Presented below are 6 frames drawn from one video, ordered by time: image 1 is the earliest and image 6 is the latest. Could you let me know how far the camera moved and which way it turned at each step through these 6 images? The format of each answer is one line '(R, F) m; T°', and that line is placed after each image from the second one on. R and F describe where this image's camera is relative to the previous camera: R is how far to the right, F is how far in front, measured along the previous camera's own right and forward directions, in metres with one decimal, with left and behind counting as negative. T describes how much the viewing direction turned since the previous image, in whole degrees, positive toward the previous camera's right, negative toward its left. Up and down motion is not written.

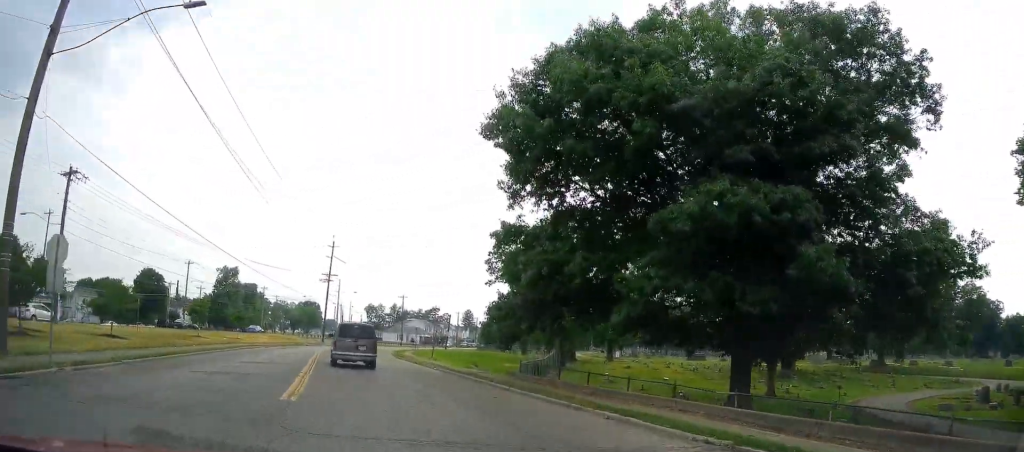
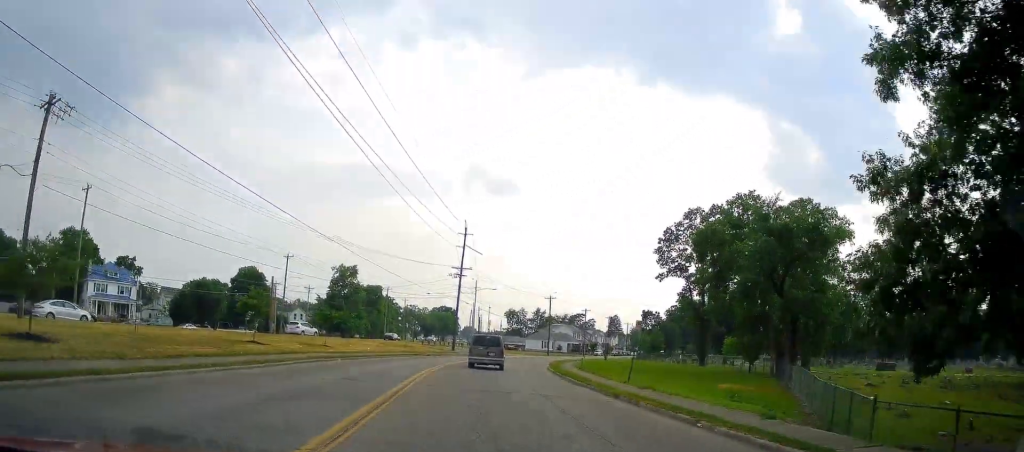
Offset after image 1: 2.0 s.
(-2.2, +15.5) m; -13°
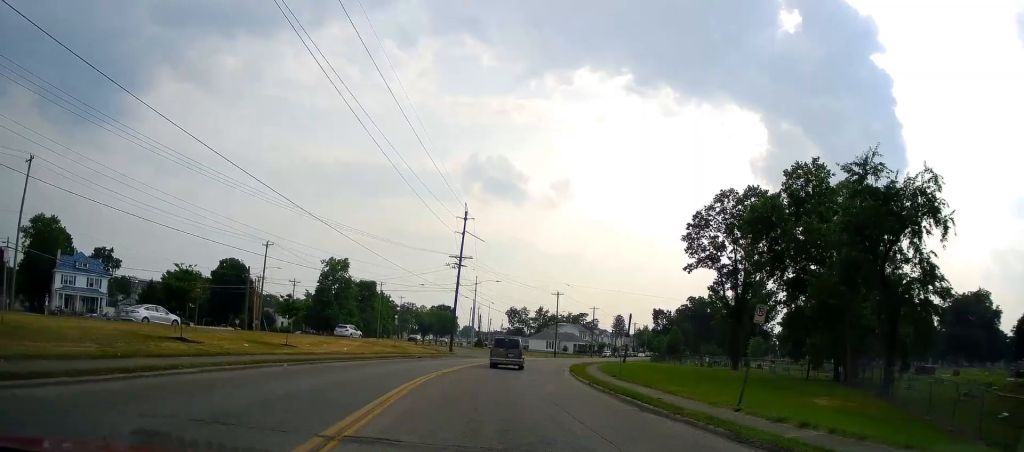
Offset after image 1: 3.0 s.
(0.0, +9.5) m; -1°
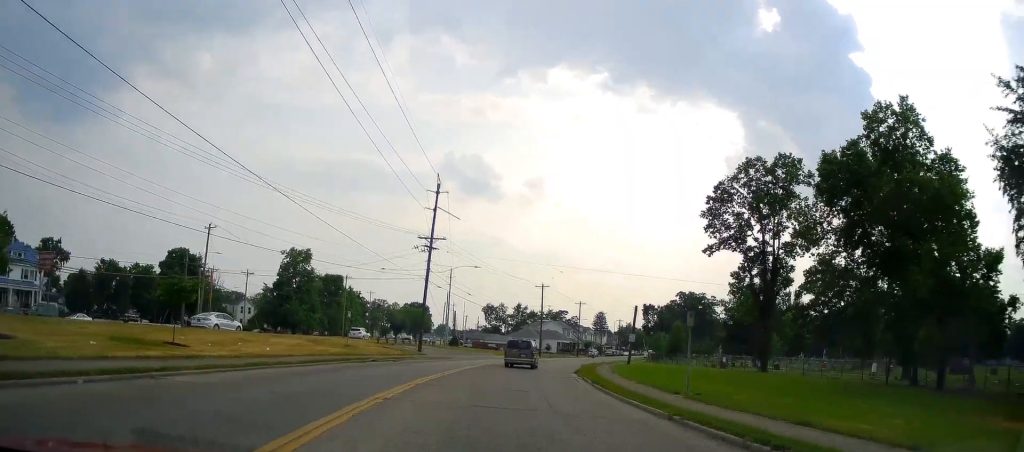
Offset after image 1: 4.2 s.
(-0.2, +11.6) m; -3°
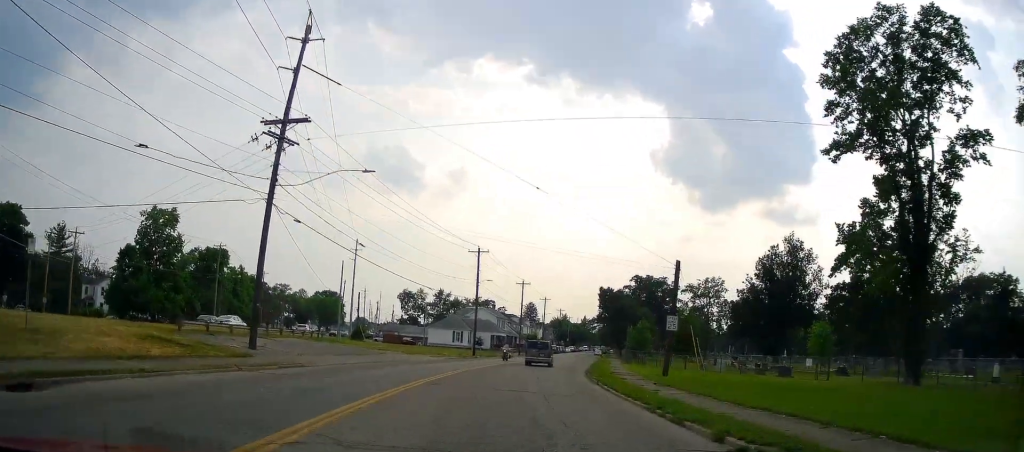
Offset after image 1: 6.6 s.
(+1.4, +27.7) m; +9°
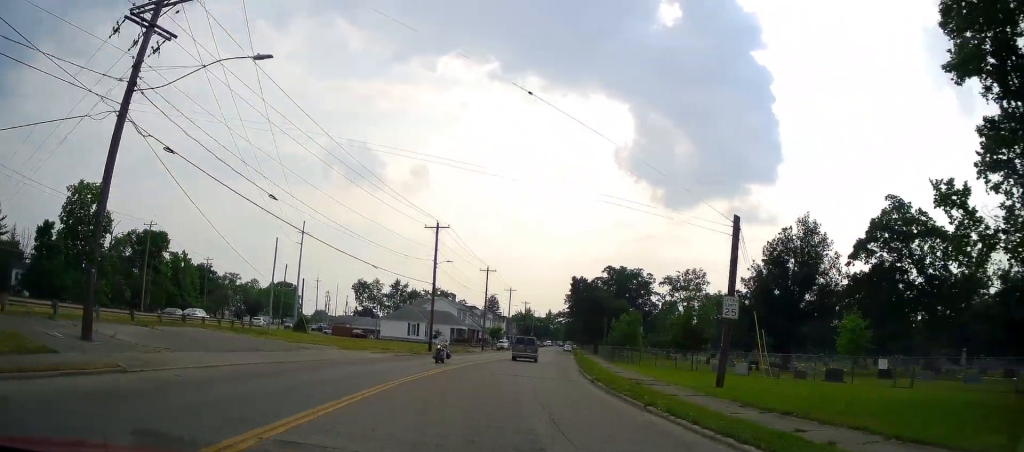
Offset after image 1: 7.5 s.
(+0.4, +10.5) m; +2°
